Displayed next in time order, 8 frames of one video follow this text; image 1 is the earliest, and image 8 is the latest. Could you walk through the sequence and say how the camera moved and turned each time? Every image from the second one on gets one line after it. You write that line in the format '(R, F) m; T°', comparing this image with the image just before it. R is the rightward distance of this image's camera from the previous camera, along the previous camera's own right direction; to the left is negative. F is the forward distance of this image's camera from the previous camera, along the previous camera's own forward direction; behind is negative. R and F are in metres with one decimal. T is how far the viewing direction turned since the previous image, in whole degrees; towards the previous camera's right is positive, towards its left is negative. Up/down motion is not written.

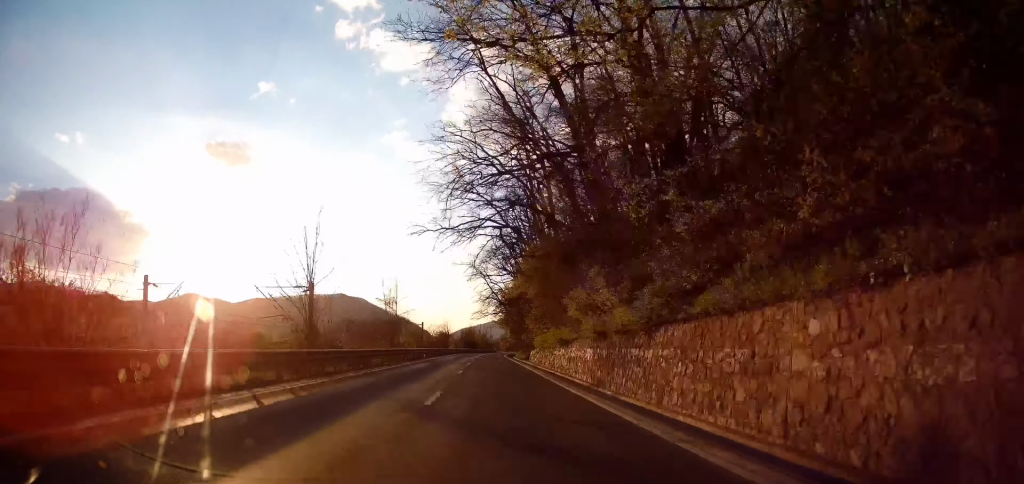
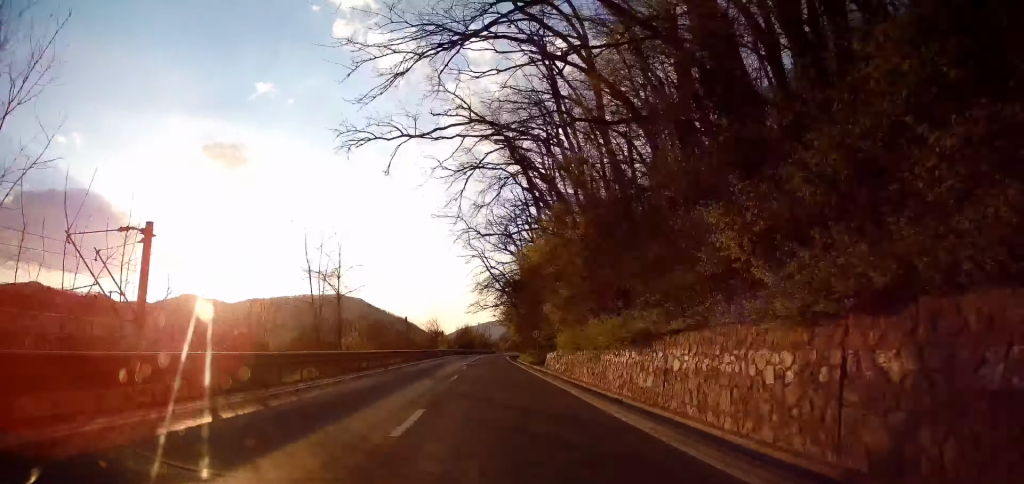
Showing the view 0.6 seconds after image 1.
(+0.1, +15.4) m; +1°
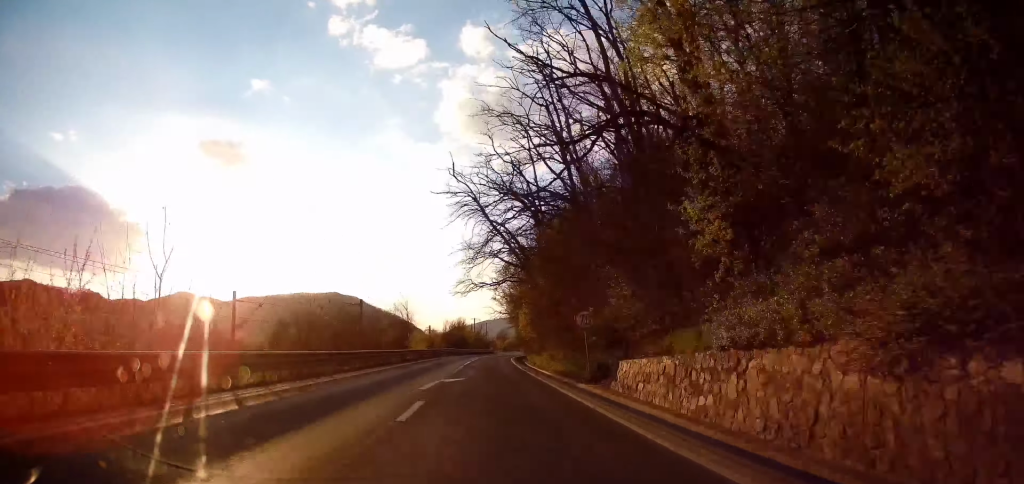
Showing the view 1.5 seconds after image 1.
(+0.4, +21.9) m; +1°
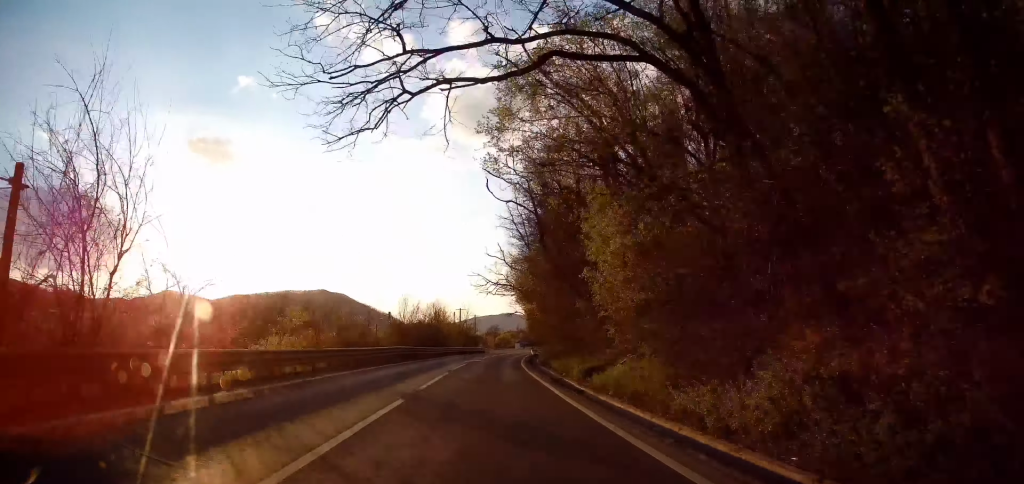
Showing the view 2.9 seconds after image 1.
(0.0, +34.1) m; 0°
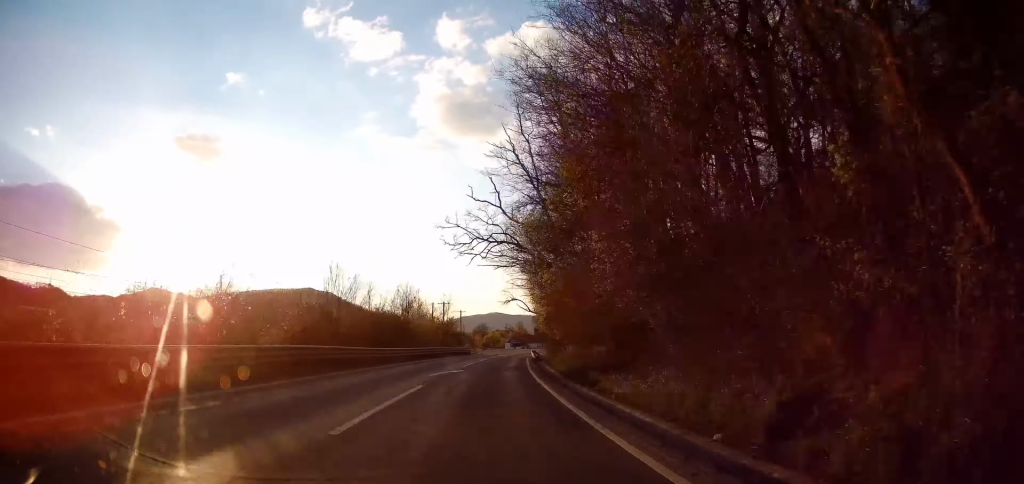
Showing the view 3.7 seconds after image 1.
(0.0, +18.7) m; +1°
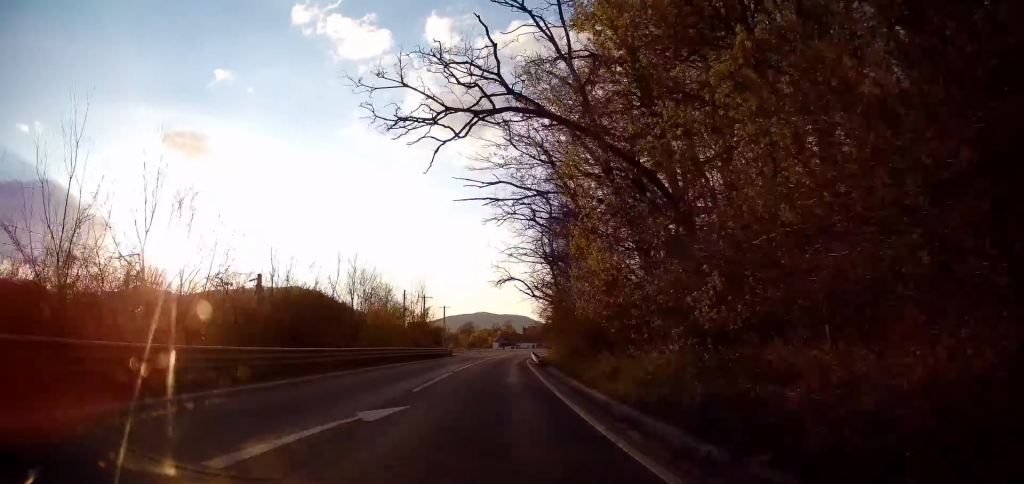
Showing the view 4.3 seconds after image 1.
(-0.1, +15.5) m; +1°
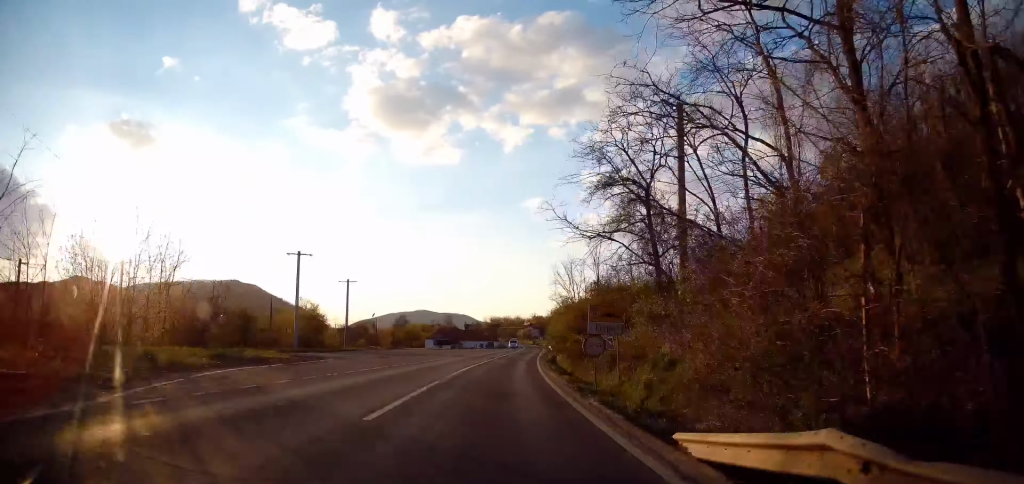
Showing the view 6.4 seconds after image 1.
(+2.8, +51.1) m; +5°
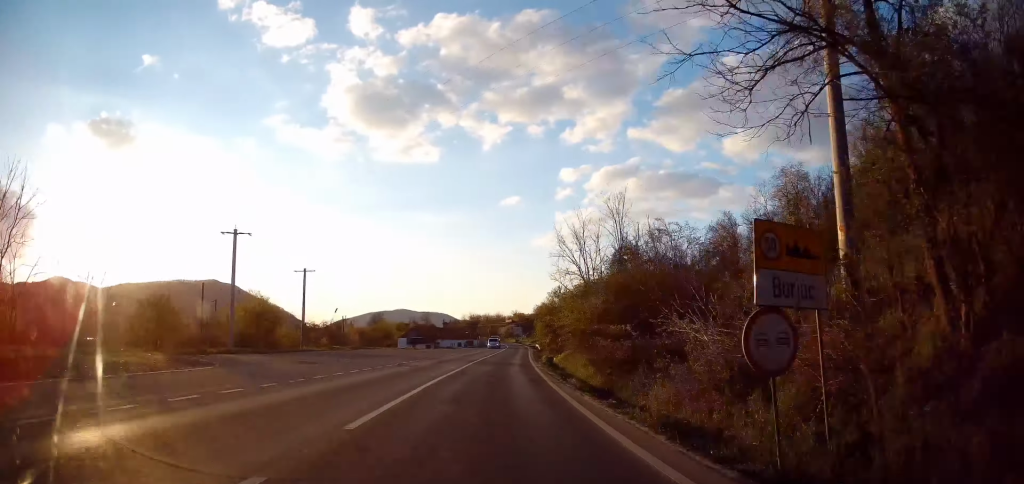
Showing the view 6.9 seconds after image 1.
(-0.1, +12.5) m; +1°
